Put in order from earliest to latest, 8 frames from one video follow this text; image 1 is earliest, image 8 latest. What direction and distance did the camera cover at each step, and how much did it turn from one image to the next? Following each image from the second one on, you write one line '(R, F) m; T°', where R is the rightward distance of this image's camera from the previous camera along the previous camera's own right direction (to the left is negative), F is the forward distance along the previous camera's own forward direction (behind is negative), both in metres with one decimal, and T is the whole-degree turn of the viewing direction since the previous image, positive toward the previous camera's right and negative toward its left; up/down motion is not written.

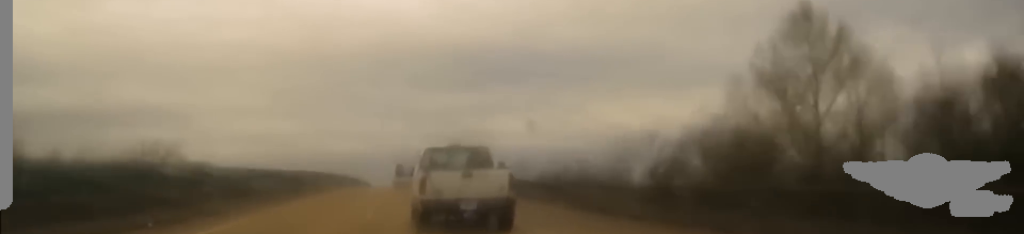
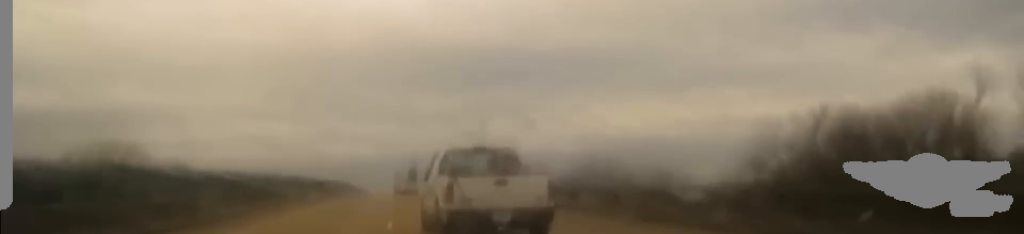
(+0.3, +38.0) m; +1°
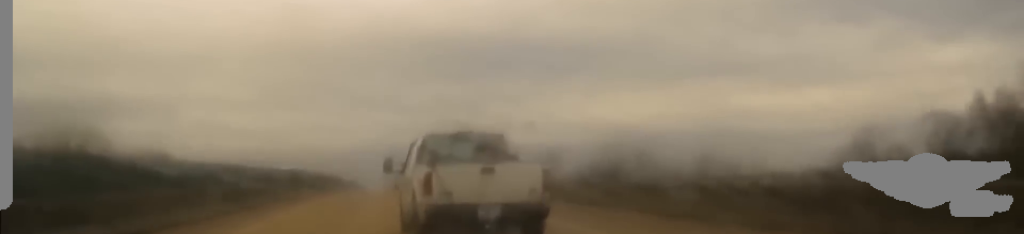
(+0.1, +29.0) m; 0°
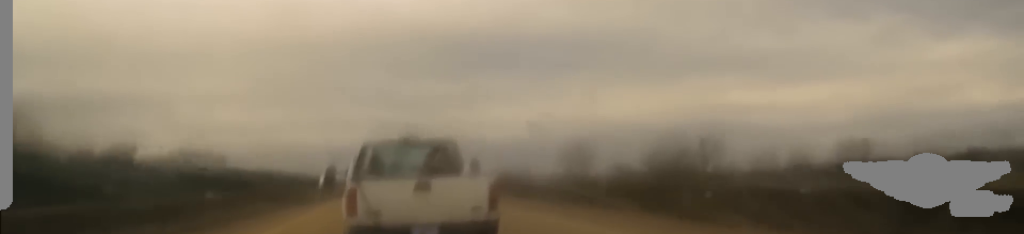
(0.0, +41.5) m; 0°
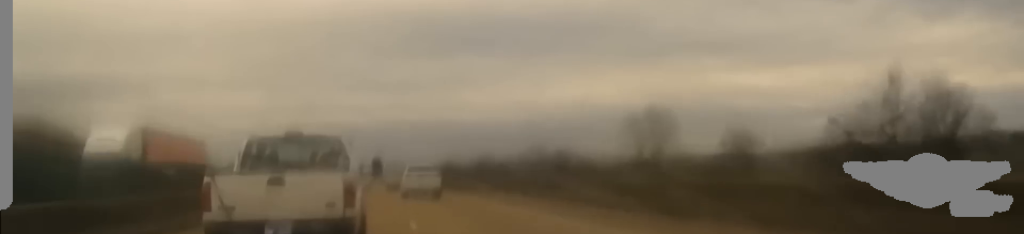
(-0.2, +77.7) m; 0°
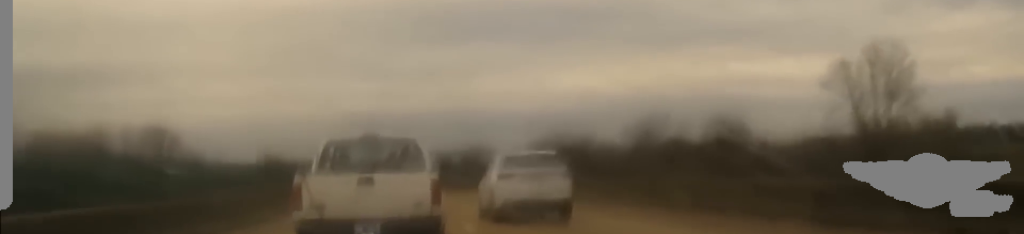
(-0.1, +73.2) m; -1°
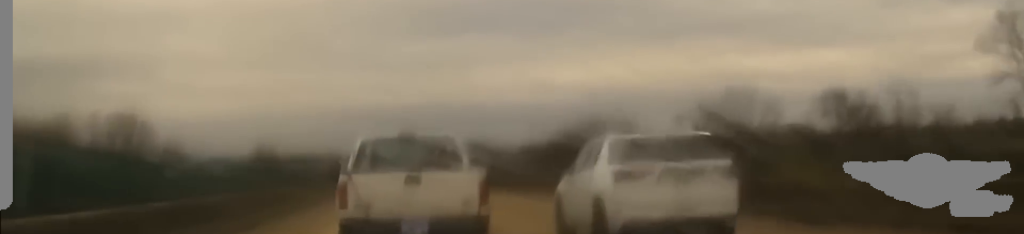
(-0.2, +31.4) m; 0°
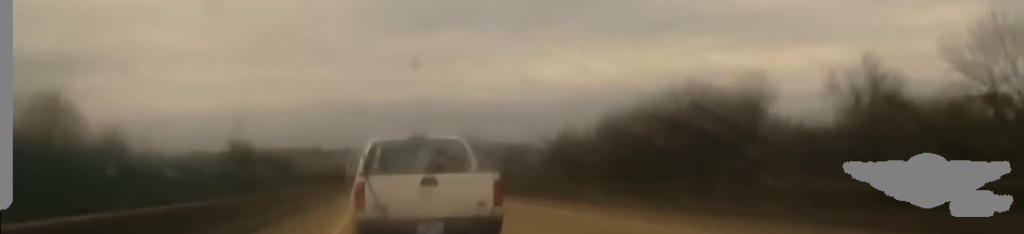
(+0.2, +45.6) m; +1°
